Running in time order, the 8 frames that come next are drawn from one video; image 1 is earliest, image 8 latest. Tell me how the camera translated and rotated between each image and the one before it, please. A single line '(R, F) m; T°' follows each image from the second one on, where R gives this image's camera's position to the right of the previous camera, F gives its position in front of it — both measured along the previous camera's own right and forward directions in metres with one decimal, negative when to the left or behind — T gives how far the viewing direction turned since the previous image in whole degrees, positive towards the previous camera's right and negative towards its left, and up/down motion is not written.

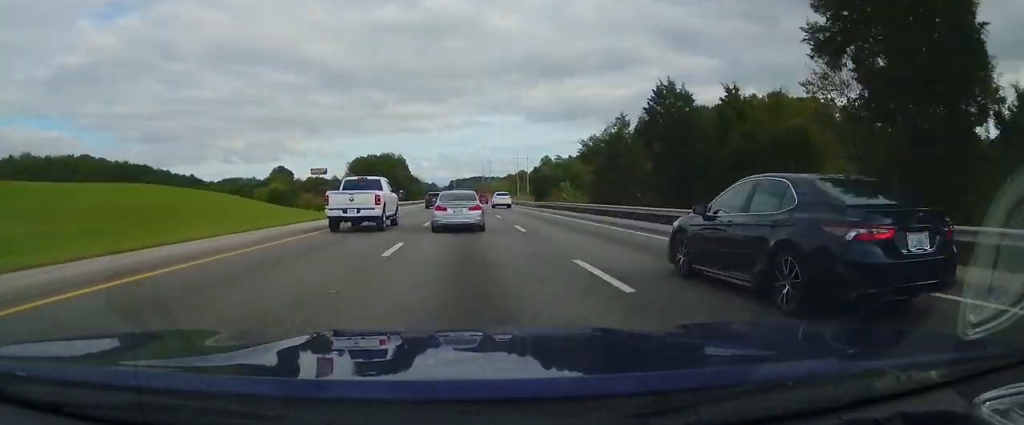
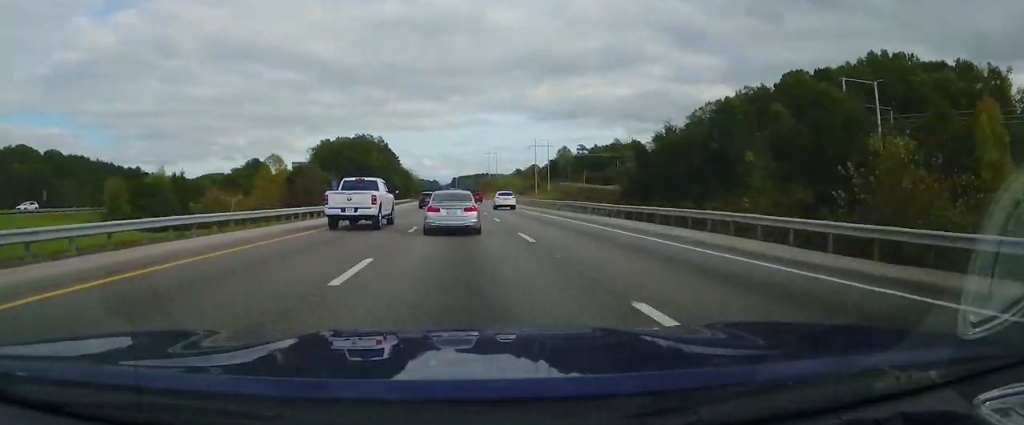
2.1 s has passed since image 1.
(-0.8, +64.5) m; -1°
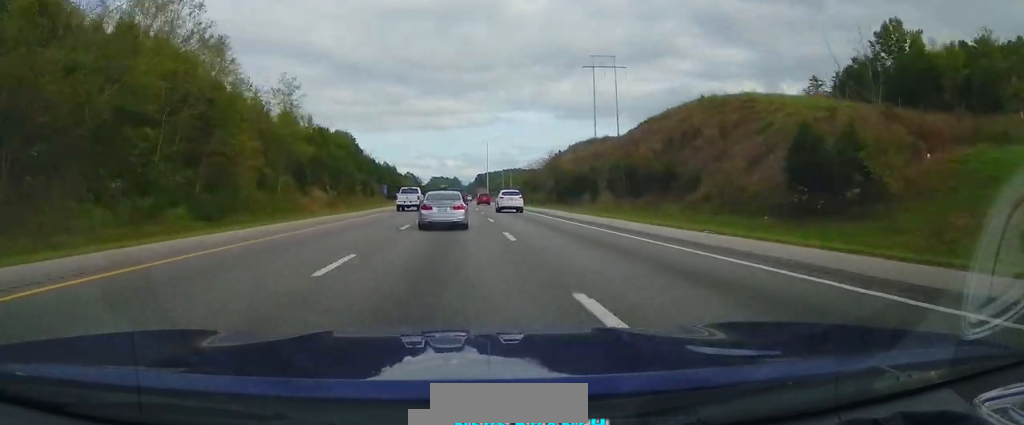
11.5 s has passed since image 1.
(-4.7, +277.2) m; -2°
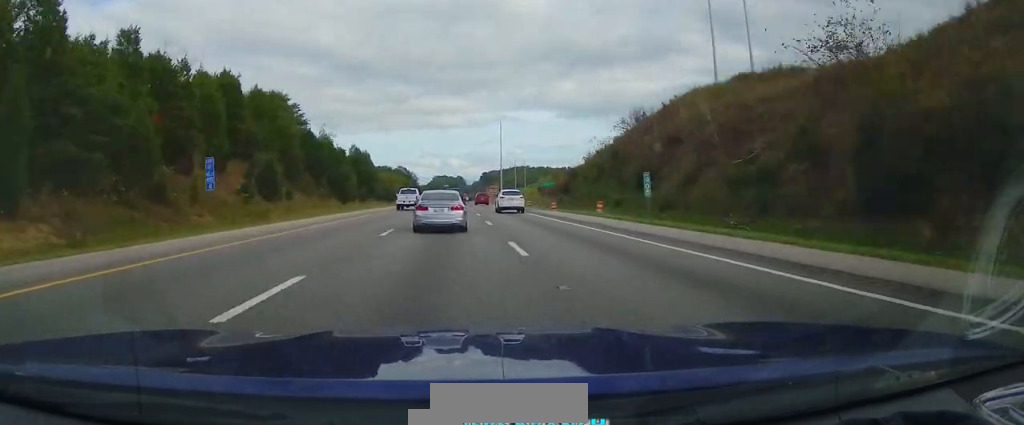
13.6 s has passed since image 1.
(-0.3, +62.3) m; 0°
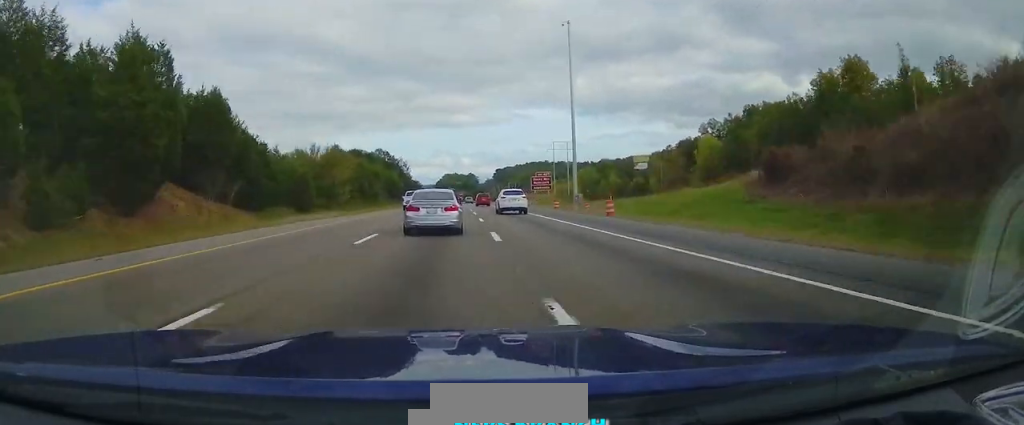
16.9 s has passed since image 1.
(-0.3, +96.1) m; -1°
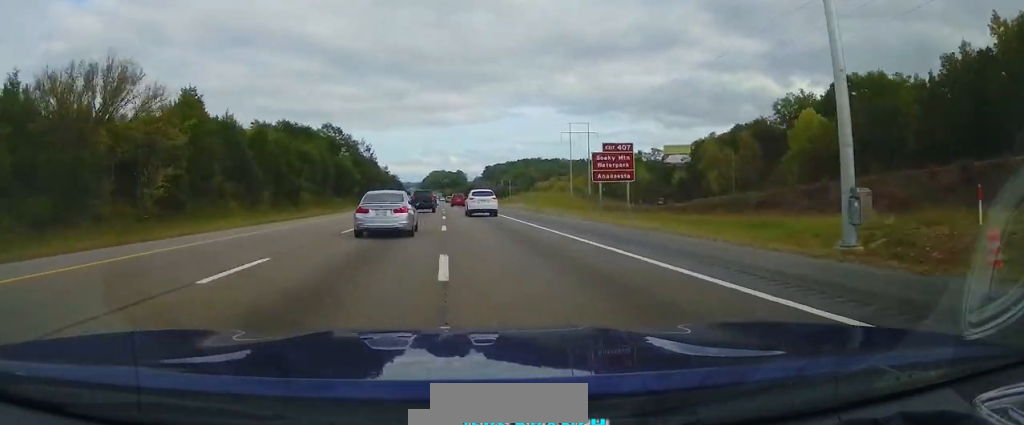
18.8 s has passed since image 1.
(+0.3, +53.2) m; 0°
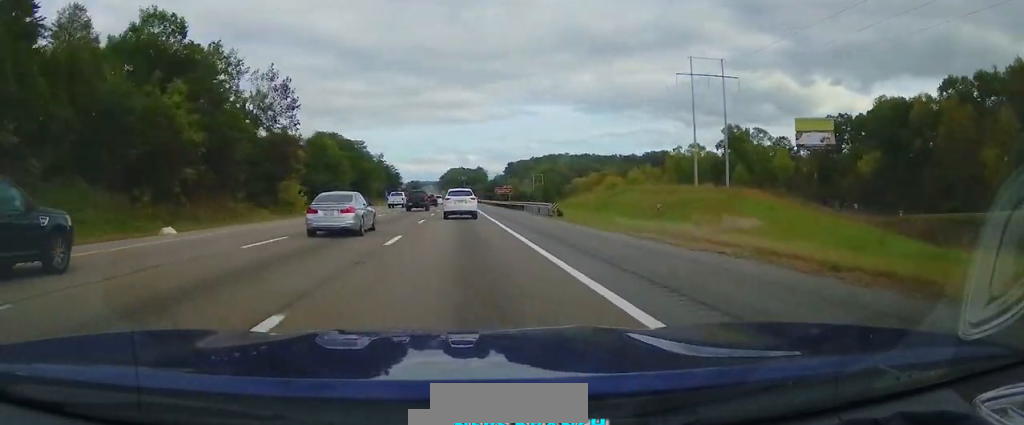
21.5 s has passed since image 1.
(-0.9, +74.3) m; -1°
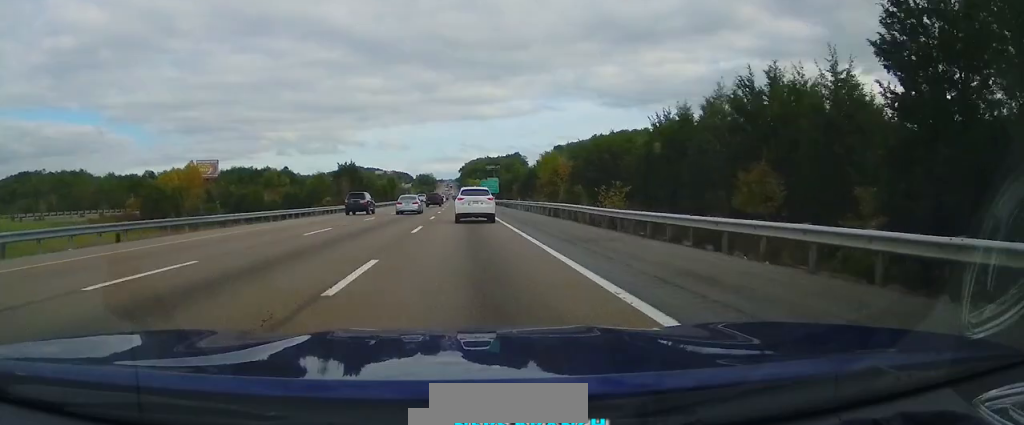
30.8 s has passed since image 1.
(-4.9, +241.5) m; -2°
